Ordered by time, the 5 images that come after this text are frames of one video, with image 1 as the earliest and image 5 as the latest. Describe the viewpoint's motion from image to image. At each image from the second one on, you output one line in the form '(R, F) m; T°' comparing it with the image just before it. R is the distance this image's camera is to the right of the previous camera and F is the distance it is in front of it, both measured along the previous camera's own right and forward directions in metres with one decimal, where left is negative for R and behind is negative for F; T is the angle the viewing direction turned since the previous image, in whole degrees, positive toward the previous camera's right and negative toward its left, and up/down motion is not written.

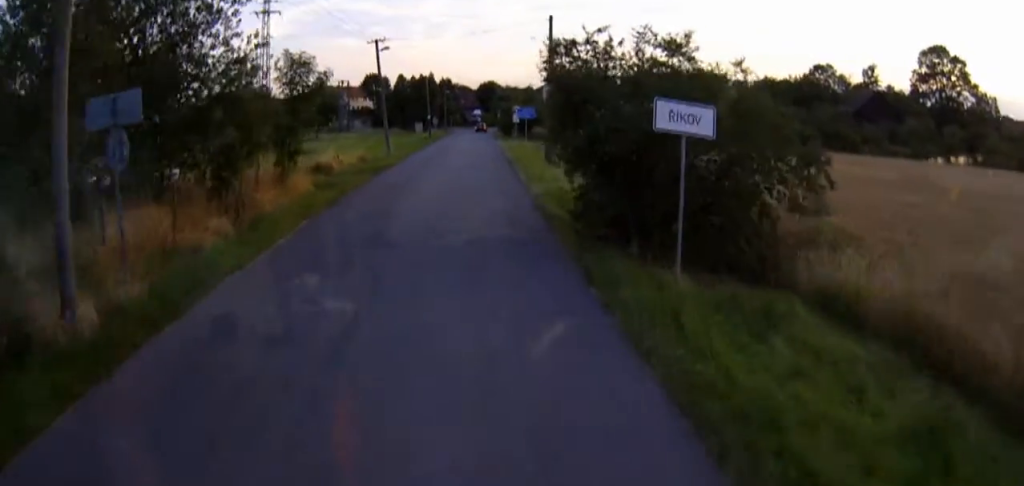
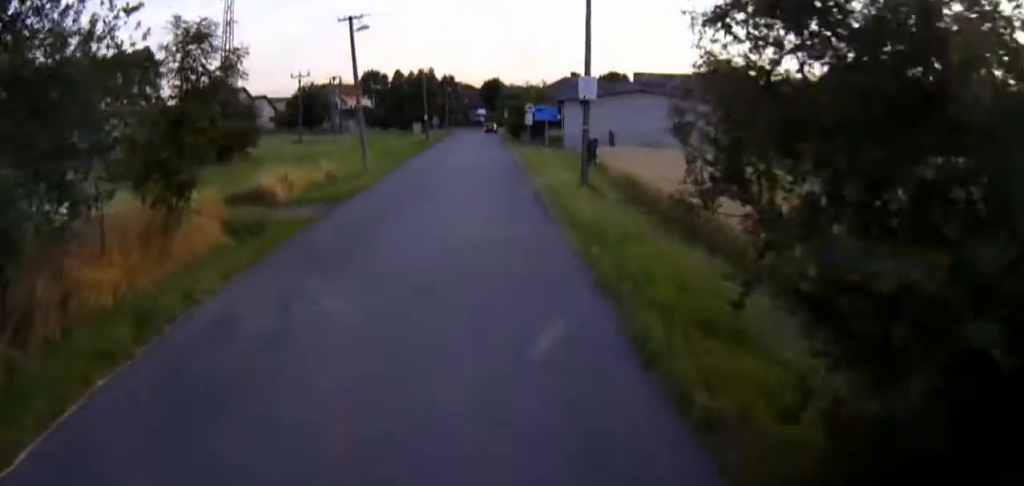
(-0.1, +10.5) m; 0°
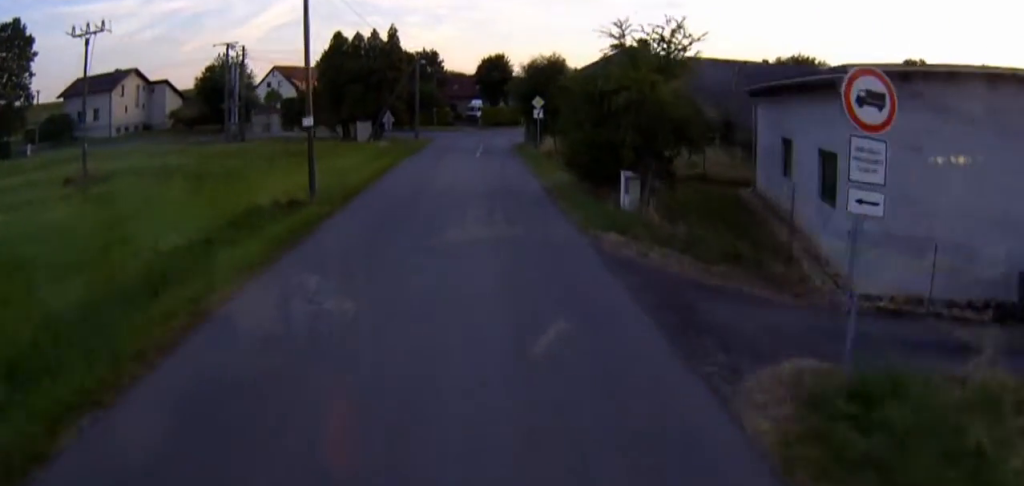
(-0.2, +45.1) m; +2°
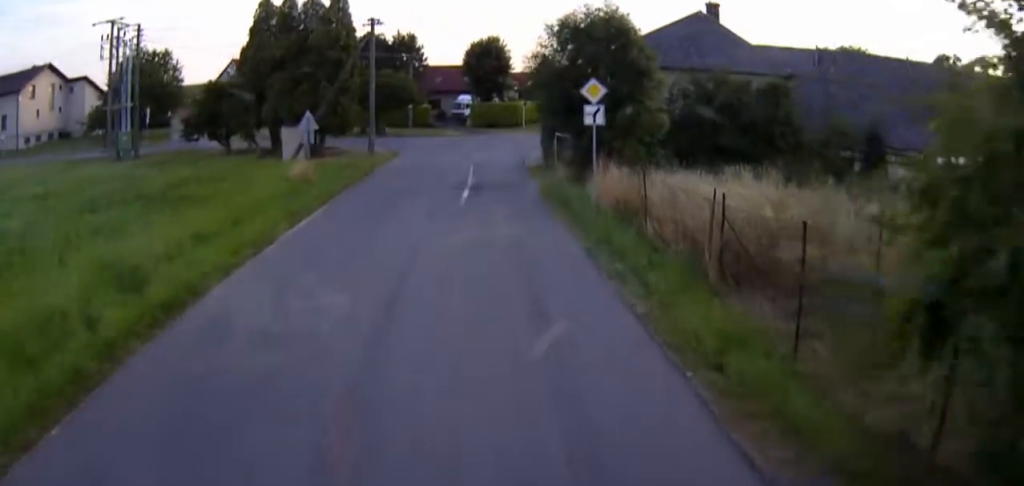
(+0.2, +18.9) m; +1°
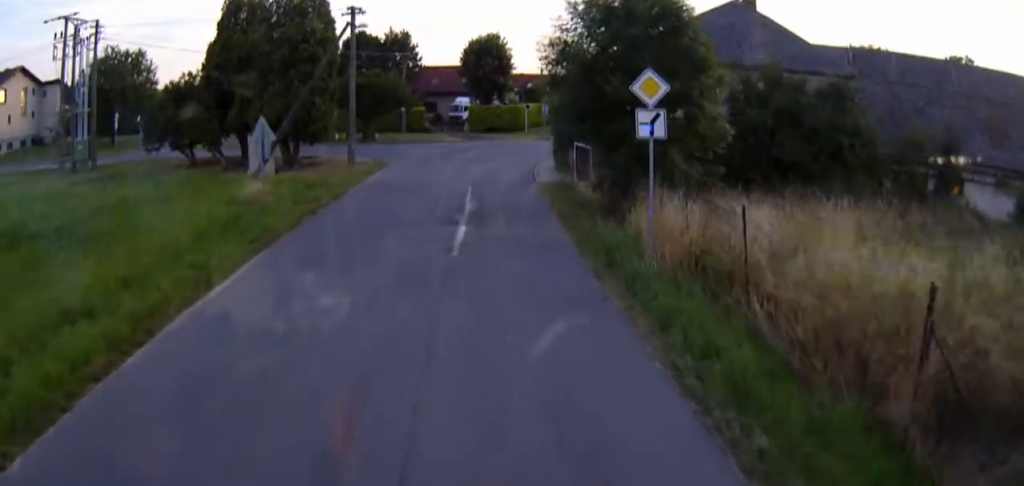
(0.0, +5.5) m; +1°
